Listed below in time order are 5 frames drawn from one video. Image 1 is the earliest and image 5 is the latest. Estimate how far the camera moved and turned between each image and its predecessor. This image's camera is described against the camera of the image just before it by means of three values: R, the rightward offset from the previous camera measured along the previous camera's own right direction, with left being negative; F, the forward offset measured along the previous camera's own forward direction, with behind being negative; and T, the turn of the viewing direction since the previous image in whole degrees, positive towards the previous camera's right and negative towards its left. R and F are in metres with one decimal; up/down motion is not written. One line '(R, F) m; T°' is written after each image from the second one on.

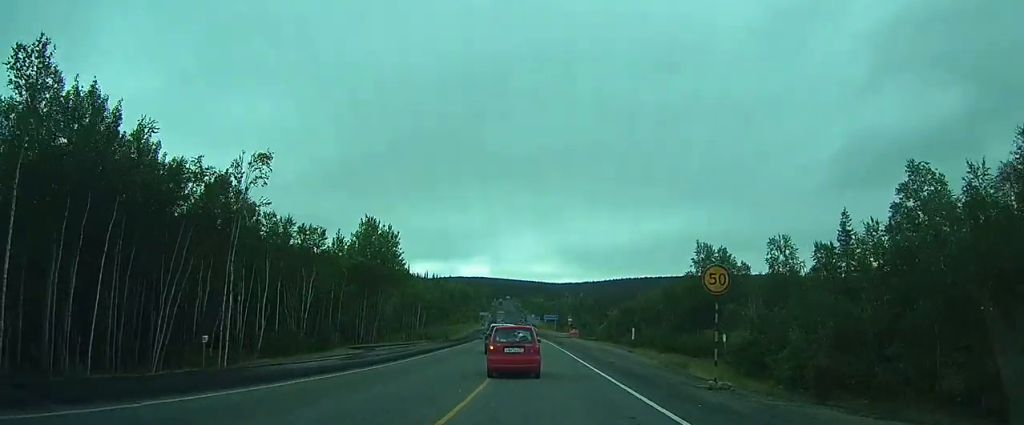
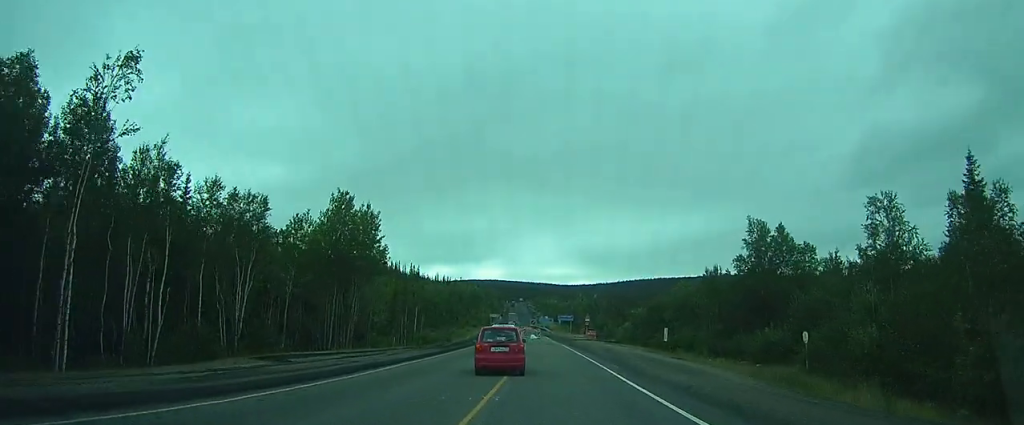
(-0.4, +12.3) m; -2°
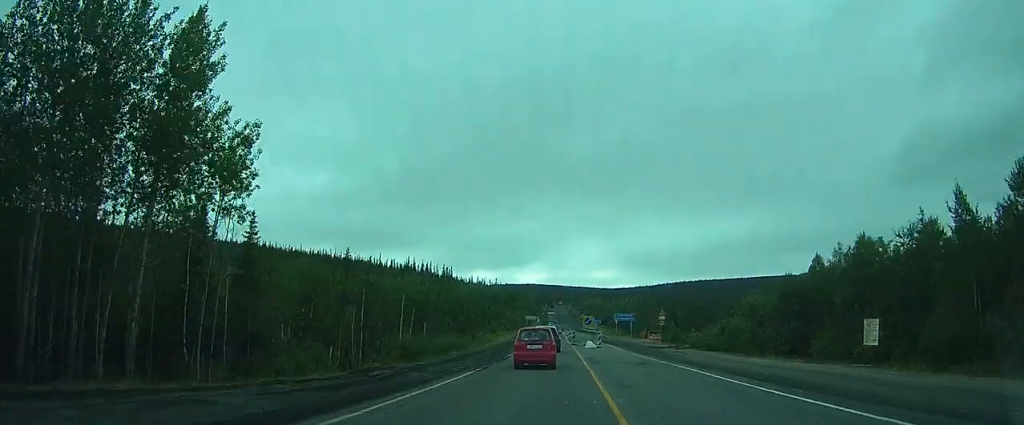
(+0.9, +35.7) m; -2°
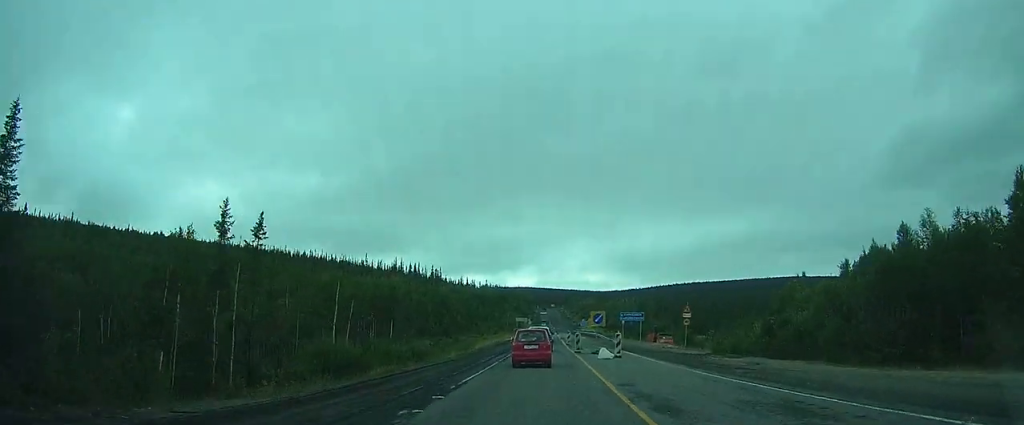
(-0.8, +15.2) m; +1°
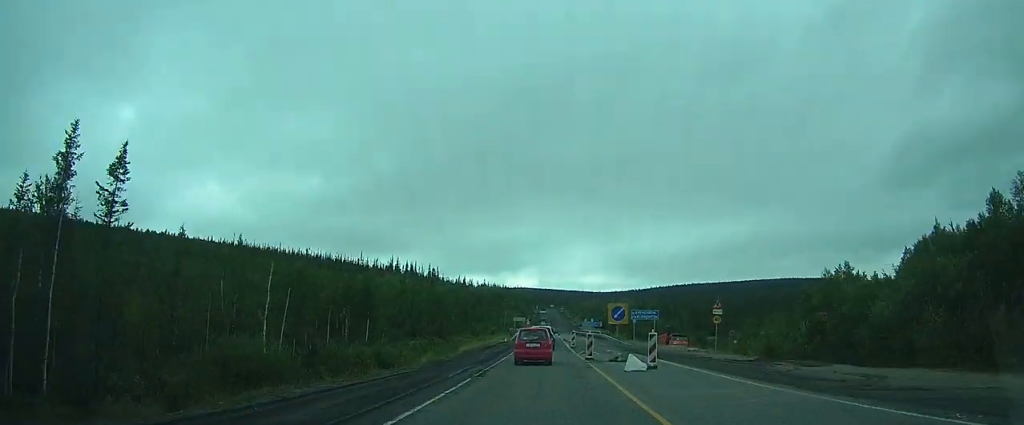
(+0.2, +9.8) m; +2°
